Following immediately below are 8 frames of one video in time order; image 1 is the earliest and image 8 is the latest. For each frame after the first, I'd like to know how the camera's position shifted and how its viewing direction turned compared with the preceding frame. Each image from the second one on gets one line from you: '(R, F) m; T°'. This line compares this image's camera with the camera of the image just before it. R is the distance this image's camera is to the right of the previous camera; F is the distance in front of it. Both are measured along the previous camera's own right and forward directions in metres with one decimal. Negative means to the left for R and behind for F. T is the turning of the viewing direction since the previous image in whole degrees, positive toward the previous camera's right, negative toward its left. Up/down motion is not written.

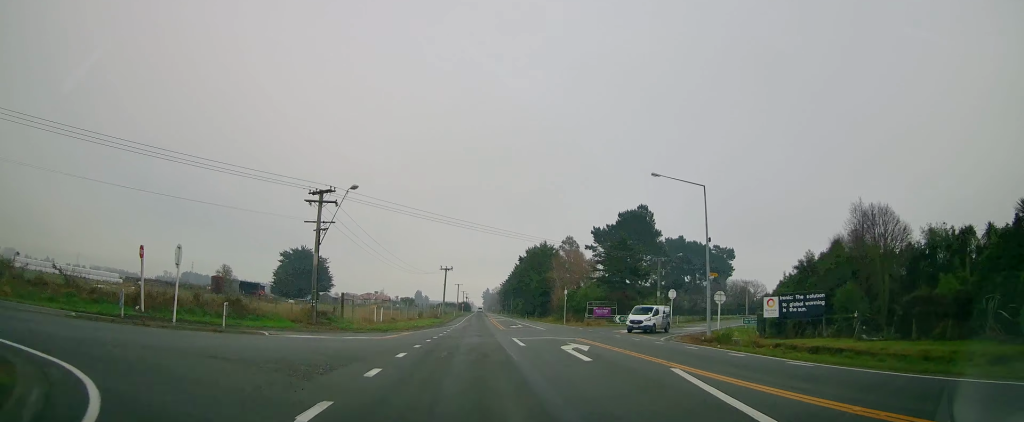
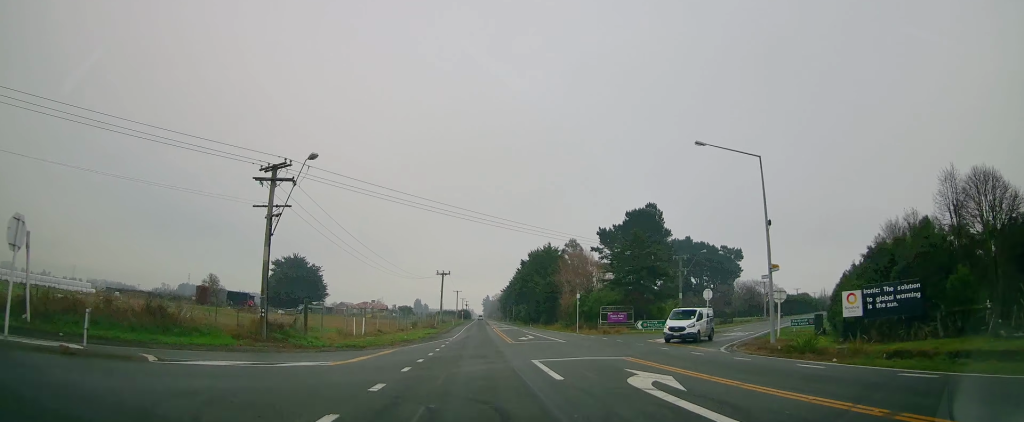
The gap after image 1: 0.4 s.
(-0.1, +8.0) m; 0°
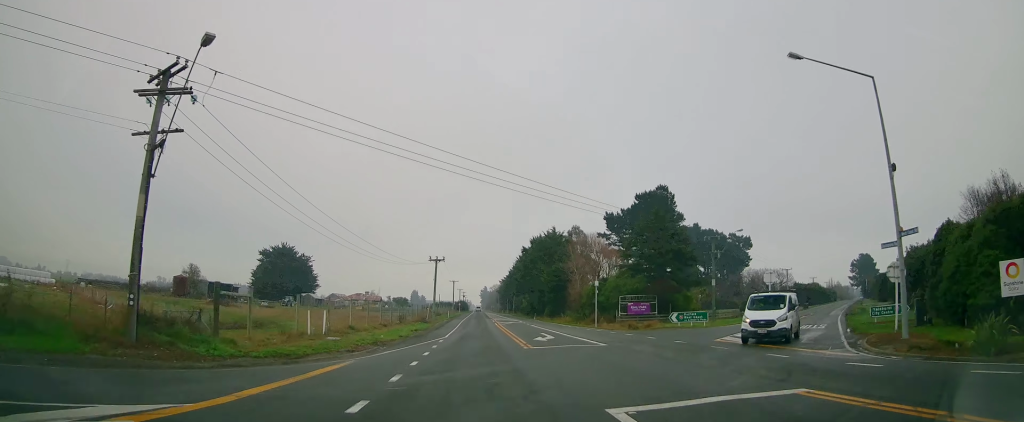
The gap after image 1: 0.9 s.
(-0.2, +10.0) m; 0°
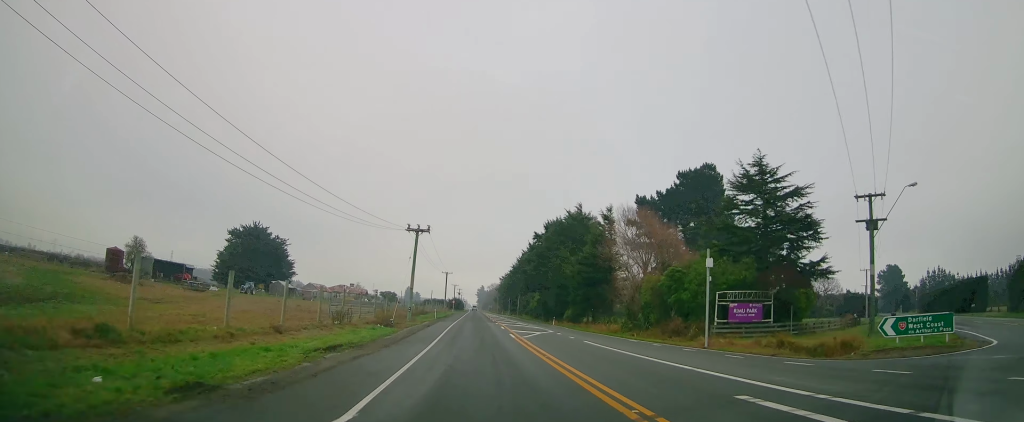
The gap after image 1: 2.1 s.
(+0.4, +24.7) m; +1°
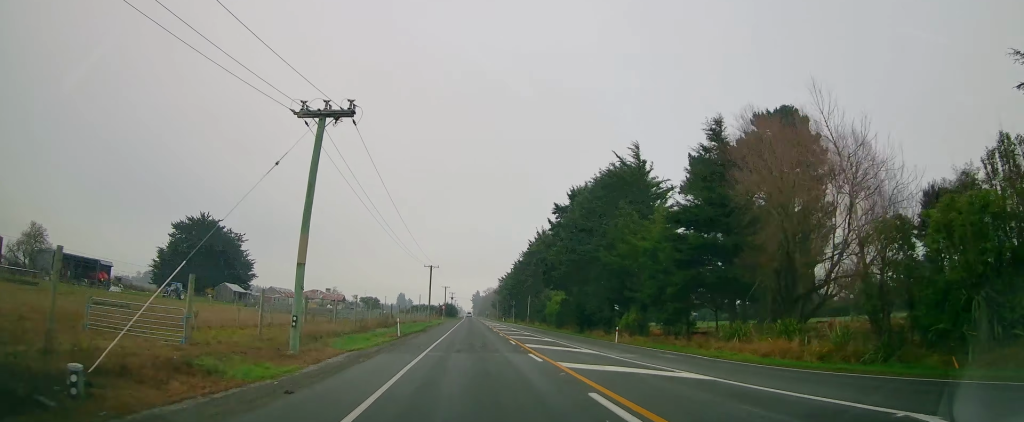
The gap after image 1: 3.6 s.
(0.0, +30.7) m; 0°
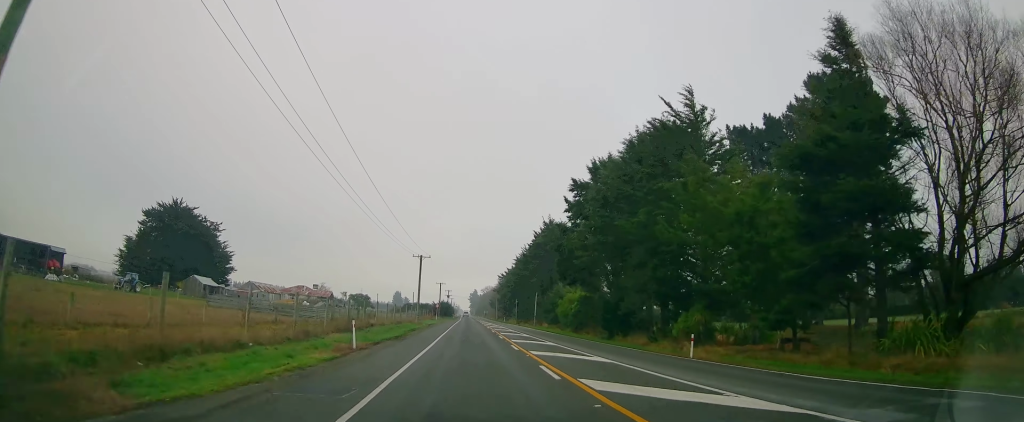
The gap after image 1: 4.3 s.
(0.0, +13.3) m; 0°
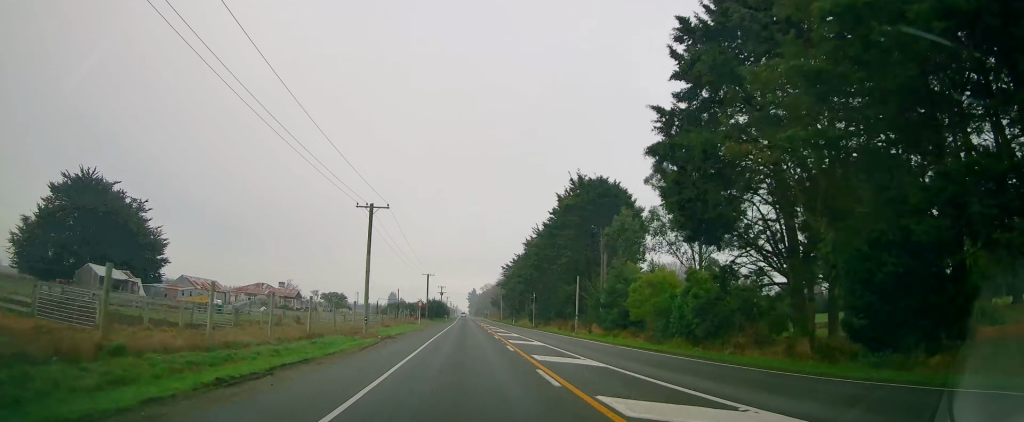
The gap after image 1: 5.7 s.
(-0.1, +32.3) m; +1°
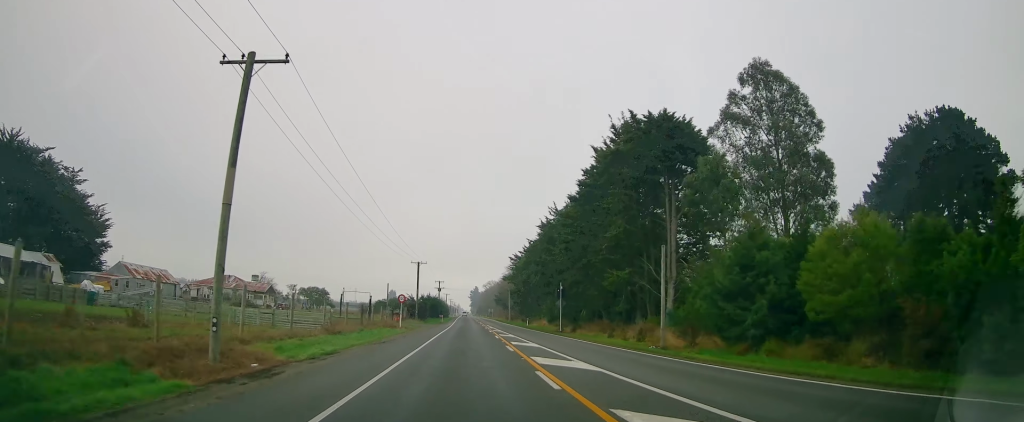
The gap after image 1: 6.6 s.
(+0.2, +21.0) m; 0°
